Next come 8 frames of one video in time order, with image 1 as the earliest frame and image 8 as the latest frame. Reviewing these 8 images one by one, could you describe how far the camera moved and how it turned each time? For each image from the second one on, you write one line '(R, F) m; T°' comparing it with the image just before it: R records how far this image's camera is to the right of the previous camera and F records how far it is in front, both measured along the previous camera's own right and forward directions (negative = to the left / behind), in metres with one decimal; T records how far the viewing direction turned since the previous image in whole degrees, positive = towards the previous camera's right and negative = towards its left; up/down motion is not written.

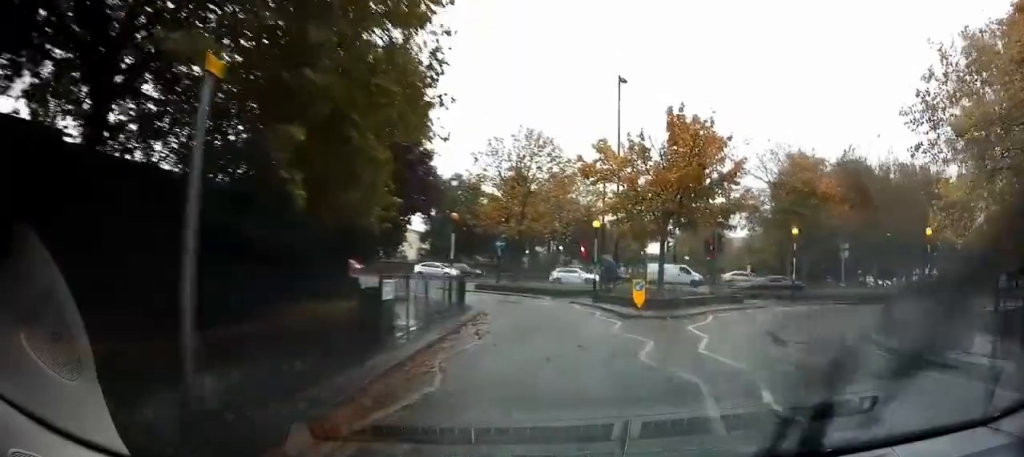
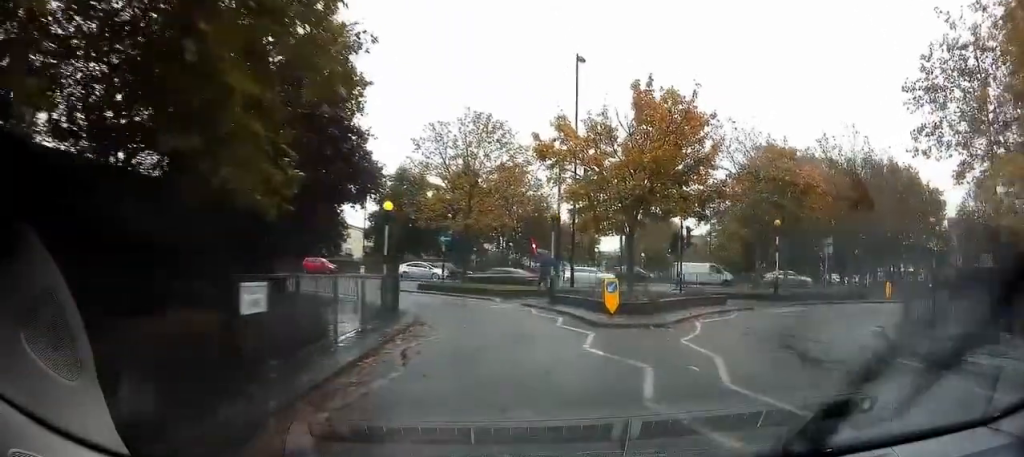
(+0.2, +2.9) m; +7°
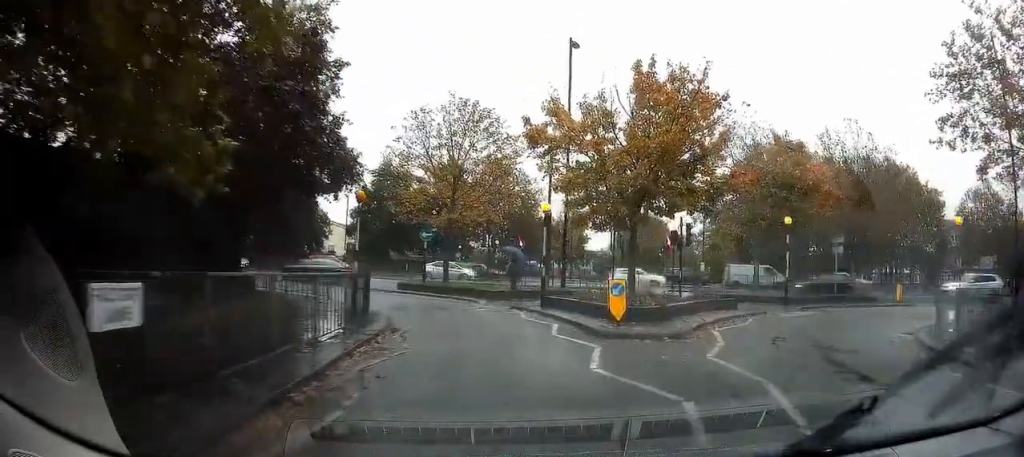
(+0.1, +1.9) m; +3°
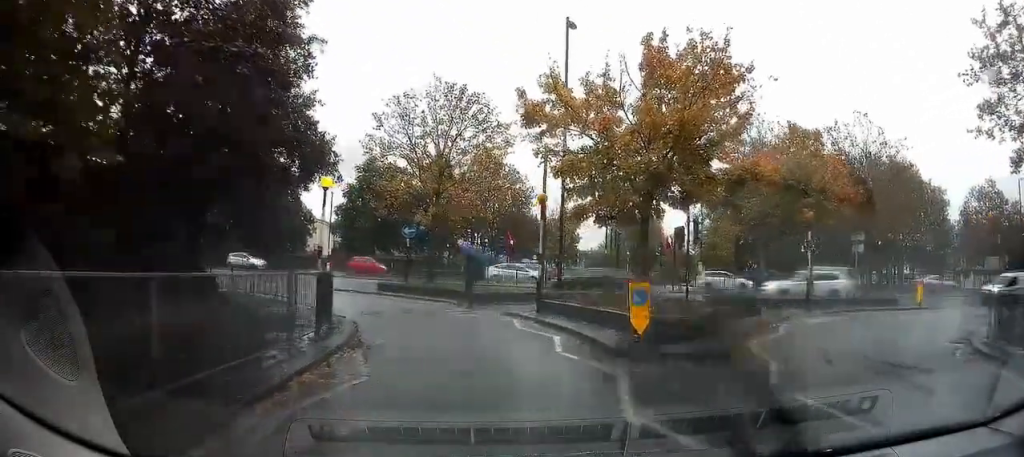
(+0.1, +2.3) m; +2°
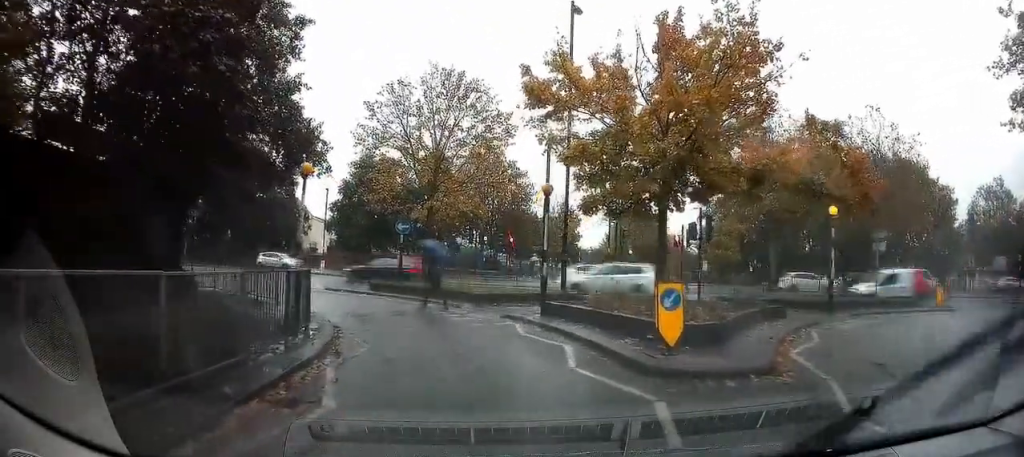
(-0.1, +1.6) m; 0°
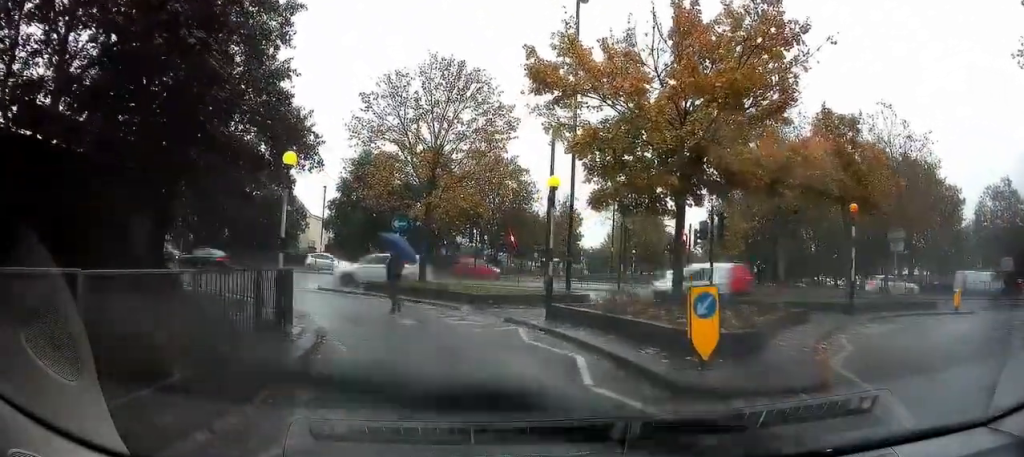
(0.0, +1.2) m; 0°
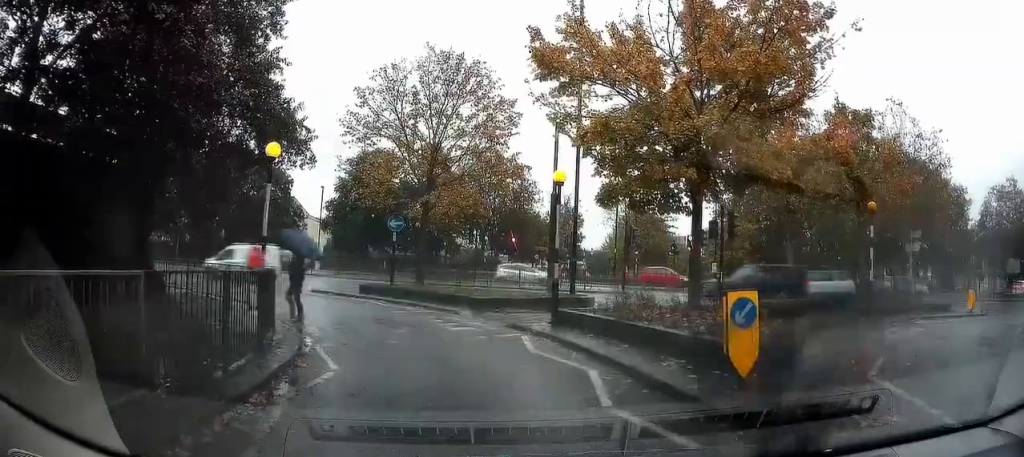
(-0.2, +1.6) m; 0°
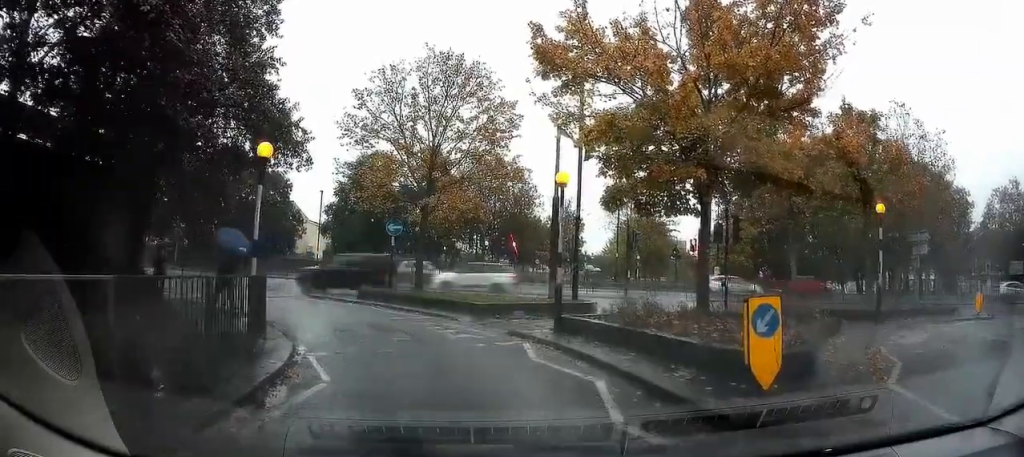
(+0.1, +0.7) m; 0°
